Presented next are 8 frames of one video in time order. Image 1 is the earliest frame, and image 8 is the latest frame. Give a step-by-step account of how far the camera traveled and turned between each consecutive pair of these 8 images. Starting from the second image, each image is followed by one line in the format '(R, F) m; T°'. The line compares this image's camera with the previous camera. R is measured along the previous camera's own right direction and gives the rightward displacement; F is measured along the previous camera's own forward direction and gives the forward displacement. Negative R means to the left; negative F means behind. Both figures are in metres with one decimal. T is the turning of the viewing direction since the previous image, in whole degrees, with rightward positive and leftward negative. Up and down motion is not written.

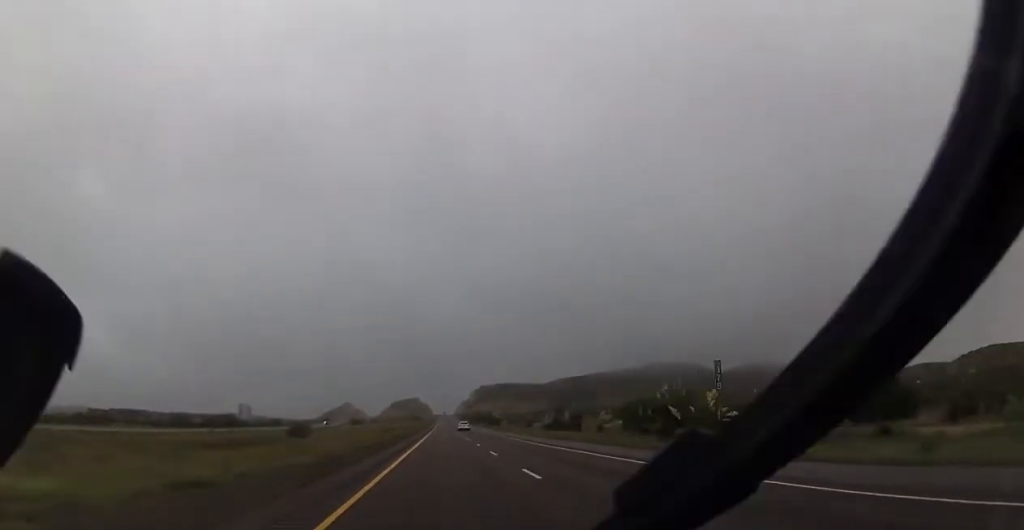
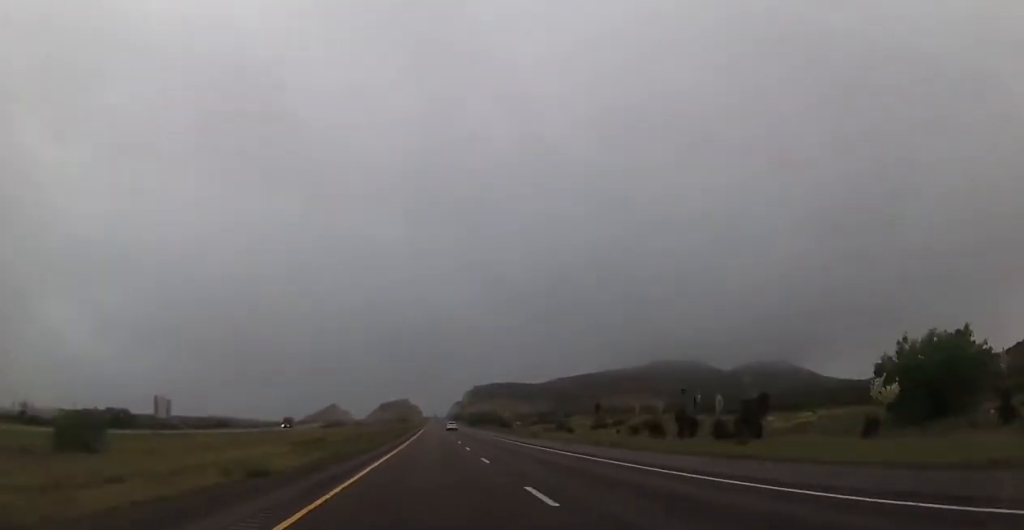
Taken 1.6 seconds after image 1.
(+0.8, +53.2) m; +1°
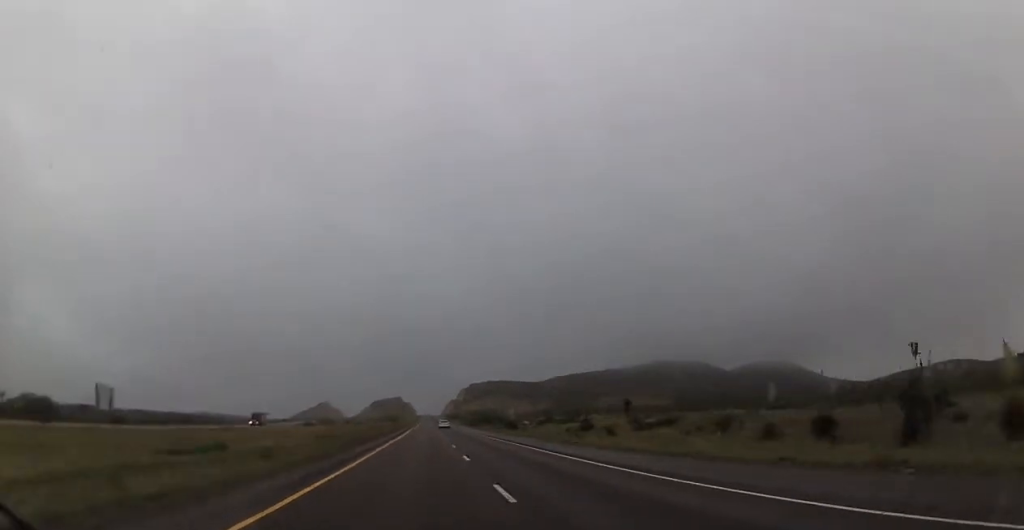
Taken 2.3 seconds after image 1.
(0.0, +23.4) m; 0°
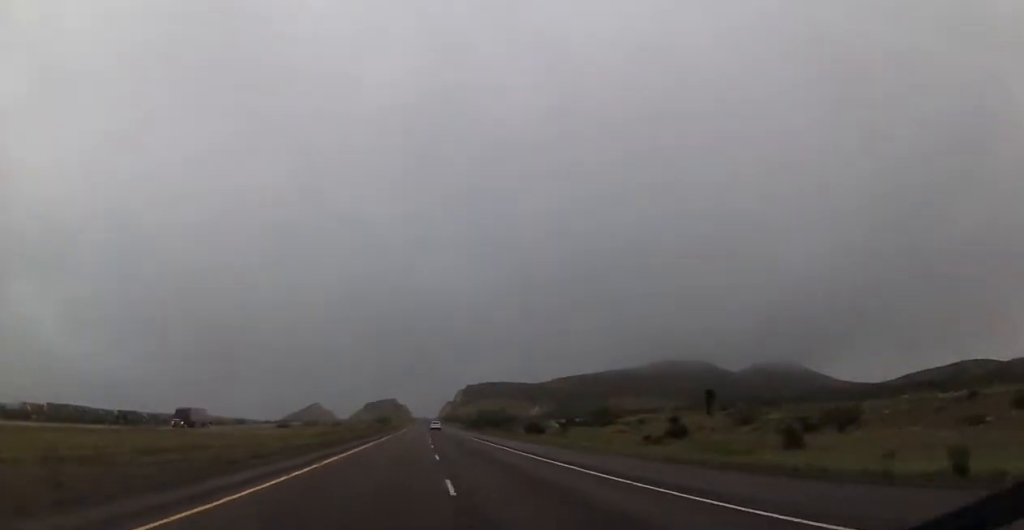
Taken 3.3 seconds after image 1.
(+0.2, +34.8) m; +1°
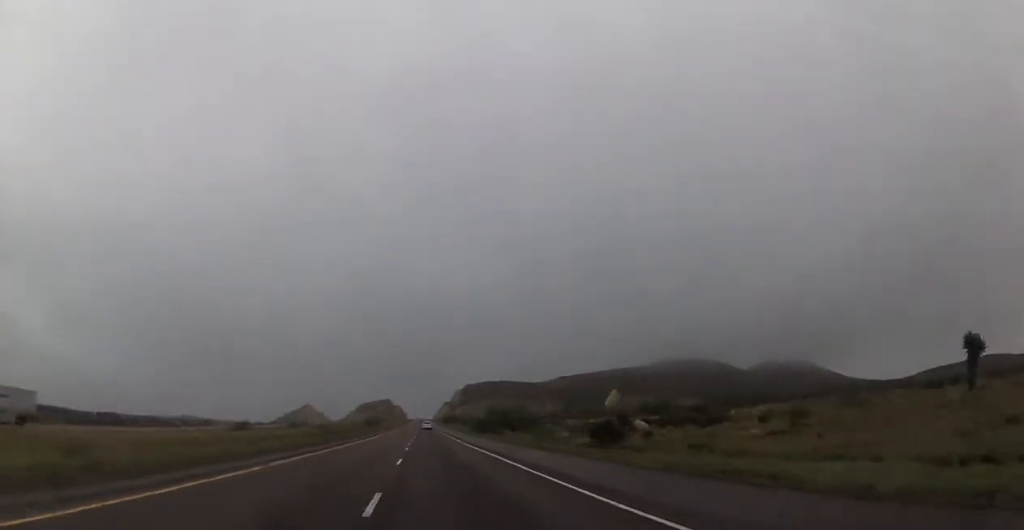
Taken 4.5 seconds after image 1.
(+0.3, +39.5) m; 0°
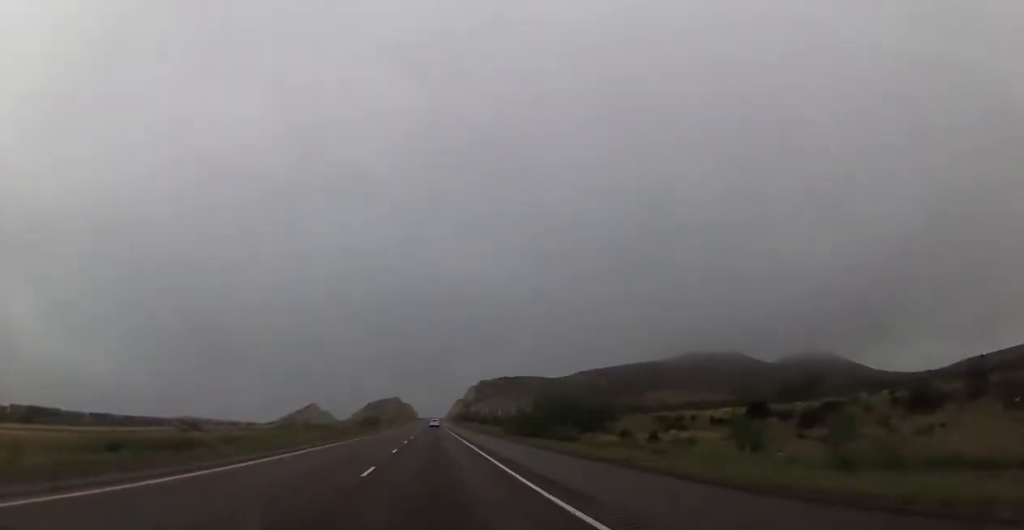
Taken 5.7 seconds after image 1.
(-0.5, +41.8) m; -1°
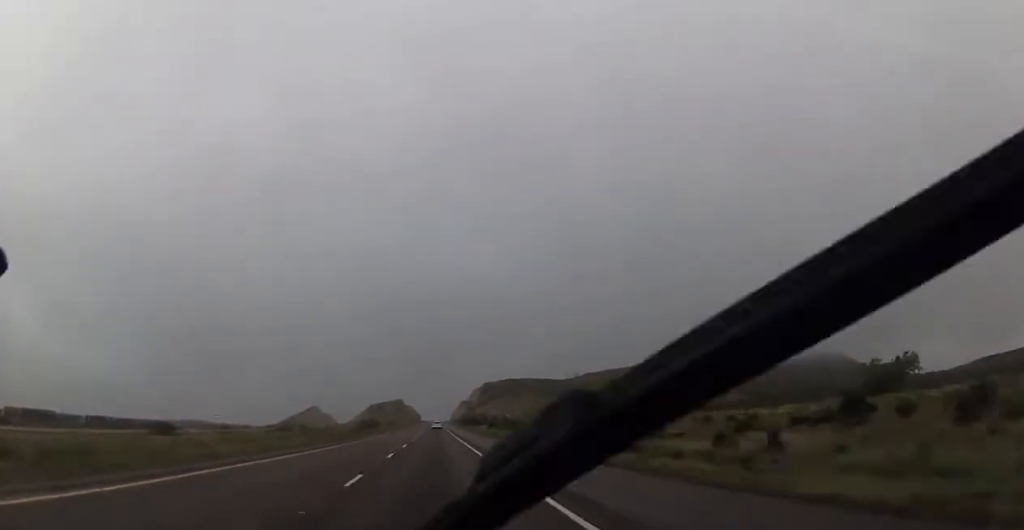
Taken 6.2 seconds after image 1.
(0.0, +14.7) m; 0°
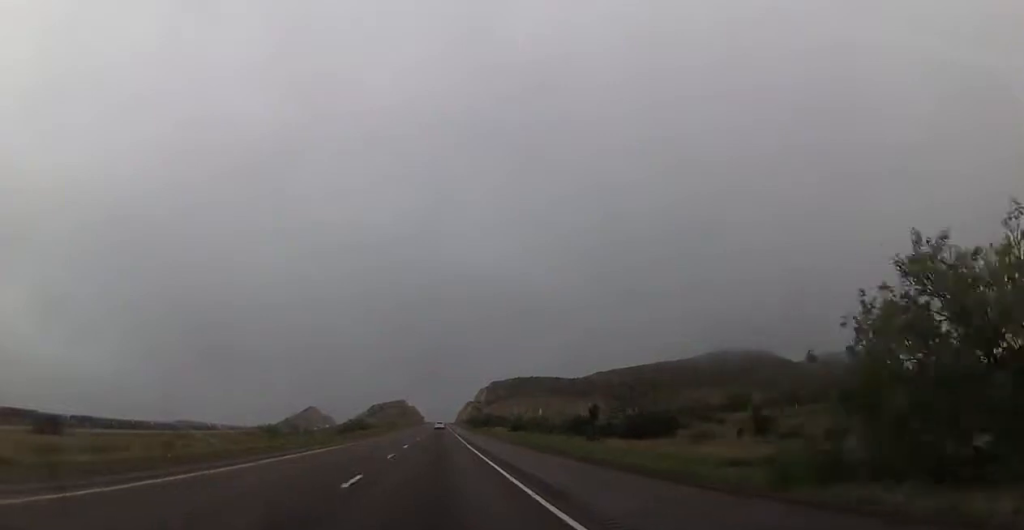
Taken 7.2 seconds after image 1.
(0.0, +36.1) m; 0°
